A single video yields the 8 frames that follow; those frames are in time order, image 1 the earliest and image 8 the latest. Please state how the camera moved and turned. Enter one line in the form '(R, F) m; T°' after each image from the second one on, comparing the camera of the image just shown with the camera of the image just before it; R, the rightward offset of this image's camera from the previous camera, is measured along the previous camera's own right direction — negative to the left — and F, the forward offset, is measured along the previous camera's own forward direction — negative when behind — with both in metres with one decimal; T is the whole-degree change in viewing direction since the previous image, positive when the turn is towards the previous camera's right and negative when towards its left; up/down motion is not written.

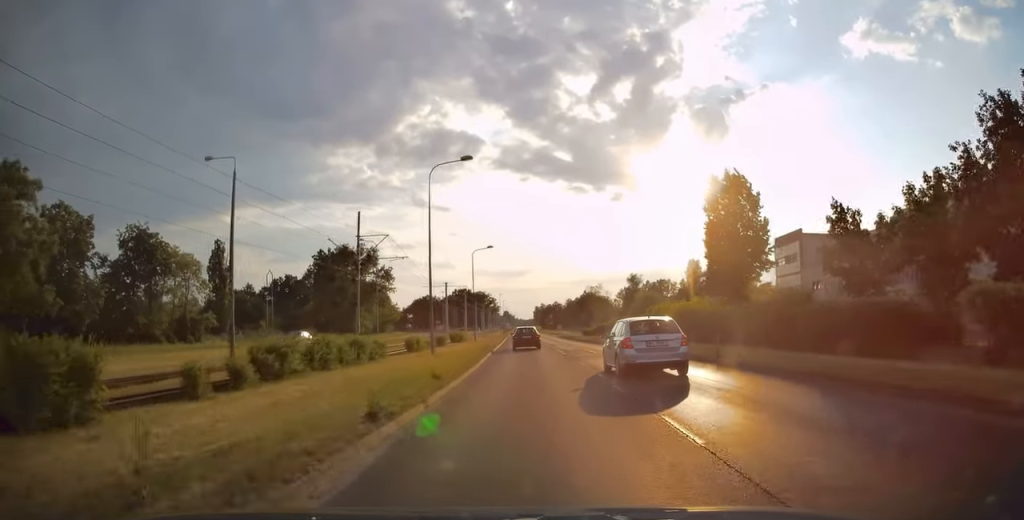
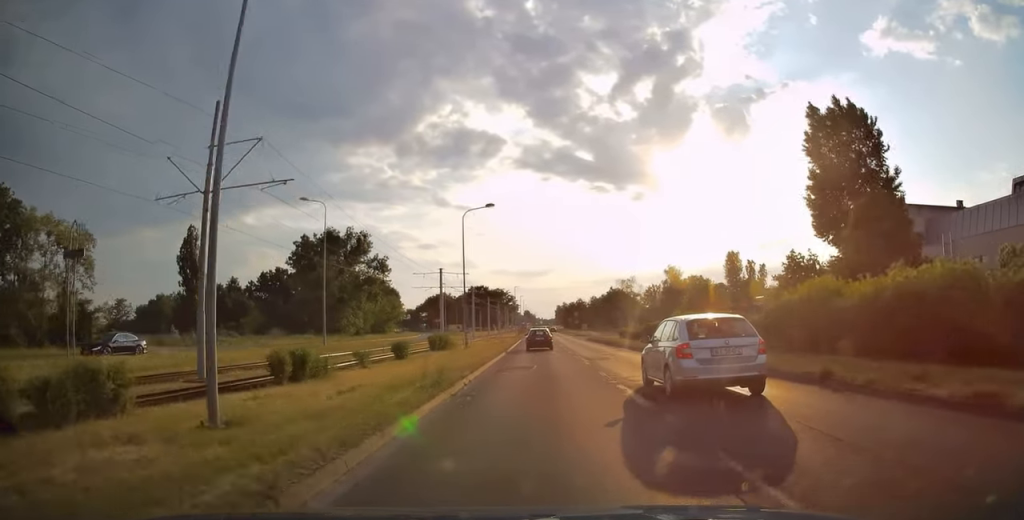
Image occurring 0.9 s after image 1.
(-0.3, +22.3) m; -1°
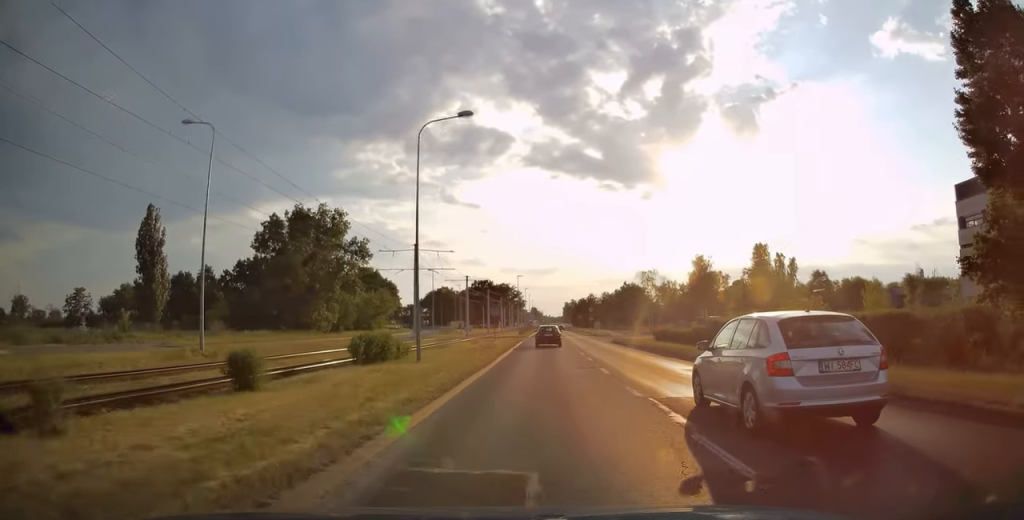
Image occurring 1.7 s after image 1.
(-0.1, +19.9) m; -1°
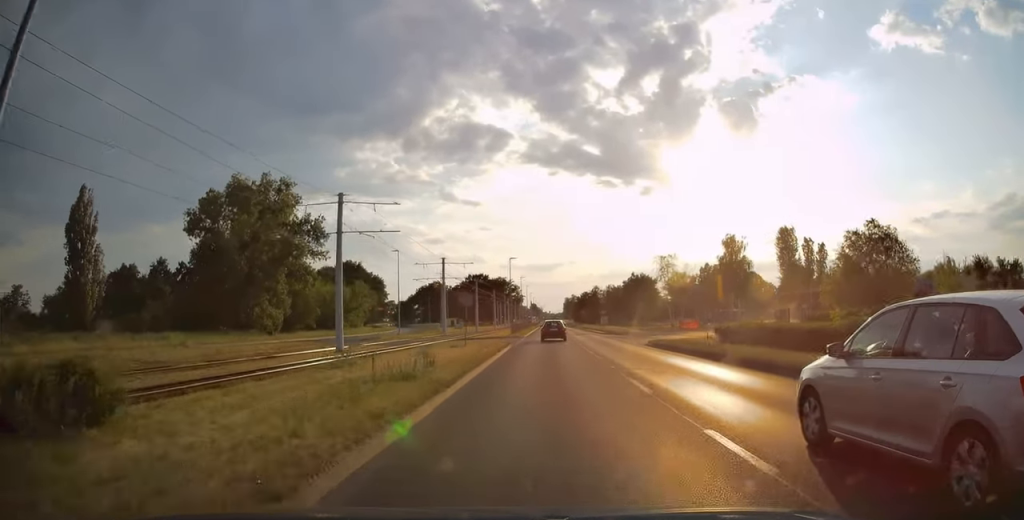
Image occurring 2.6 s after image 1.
(-0.1, +20.7) m; -1°
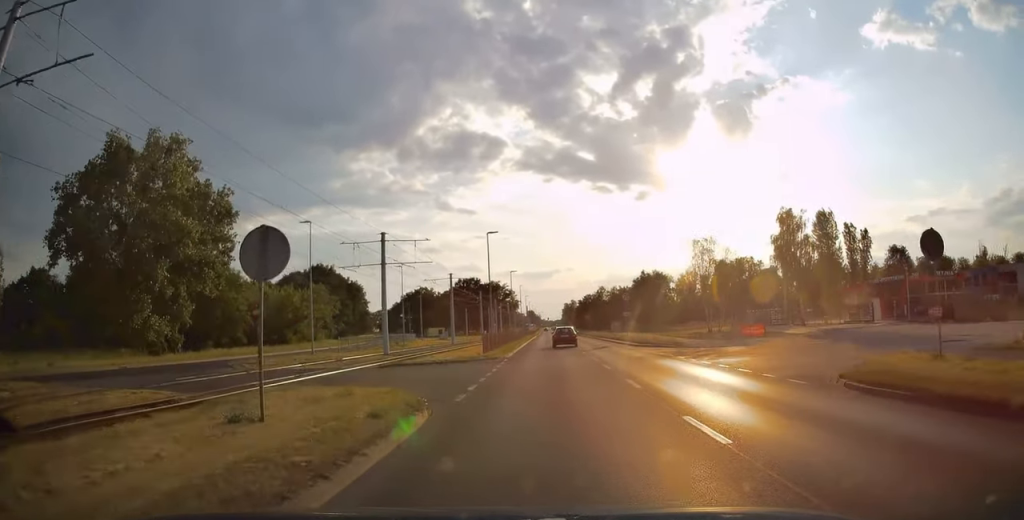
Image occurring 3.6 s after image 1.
(-0.1, +24.2) m; 0°
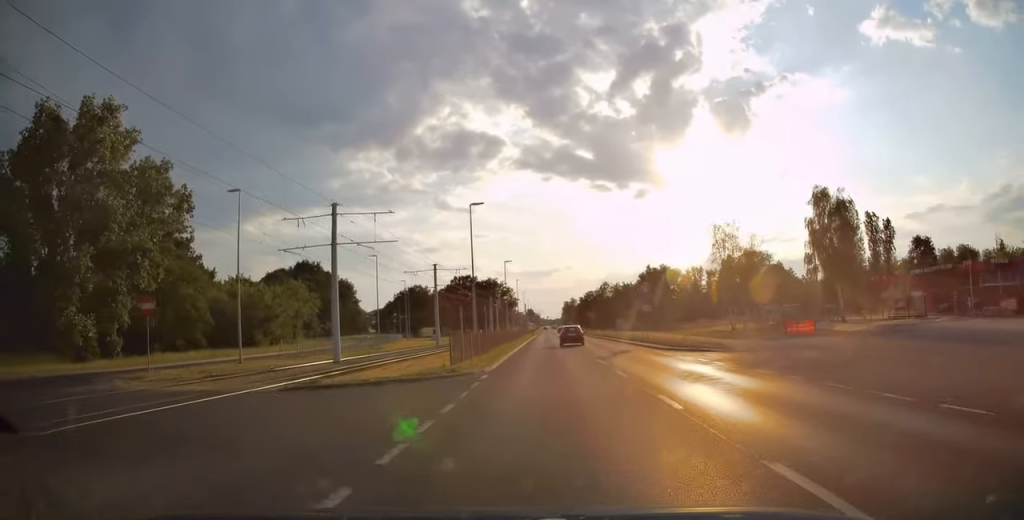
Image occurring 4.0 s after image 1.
(0.0, +9.9) m; 0°
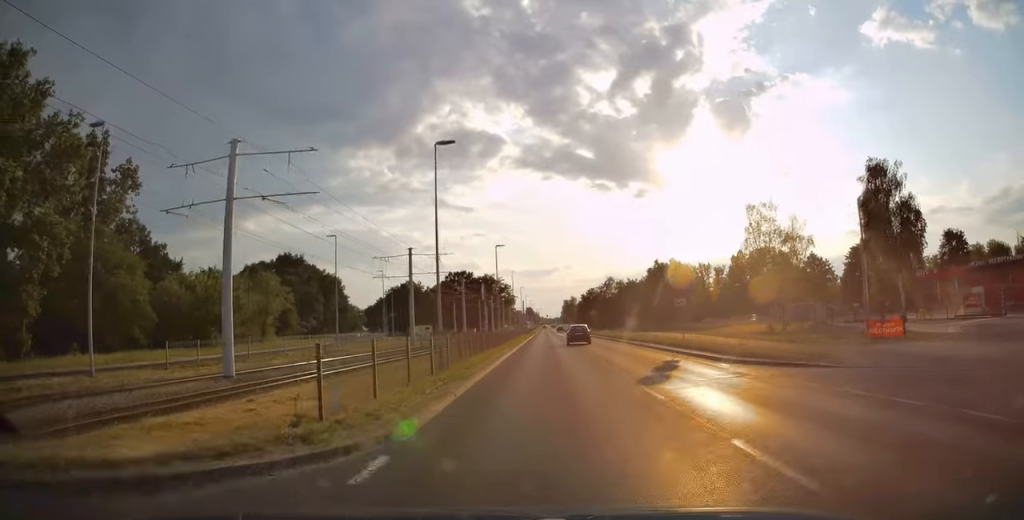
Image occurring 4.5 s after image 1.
(0.0, +11.3) m; 0°
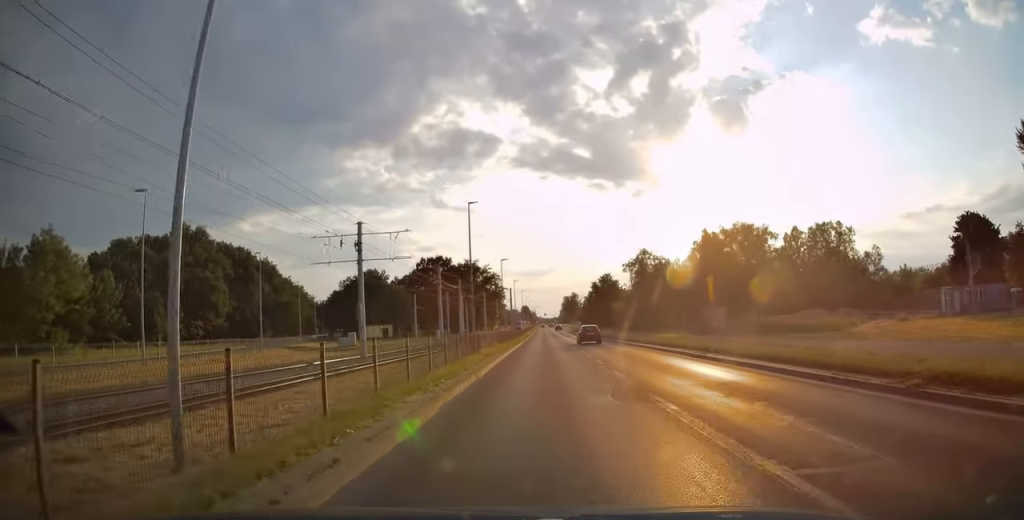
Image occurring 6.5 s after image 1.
(+0.1, +44.6) m; 0°
